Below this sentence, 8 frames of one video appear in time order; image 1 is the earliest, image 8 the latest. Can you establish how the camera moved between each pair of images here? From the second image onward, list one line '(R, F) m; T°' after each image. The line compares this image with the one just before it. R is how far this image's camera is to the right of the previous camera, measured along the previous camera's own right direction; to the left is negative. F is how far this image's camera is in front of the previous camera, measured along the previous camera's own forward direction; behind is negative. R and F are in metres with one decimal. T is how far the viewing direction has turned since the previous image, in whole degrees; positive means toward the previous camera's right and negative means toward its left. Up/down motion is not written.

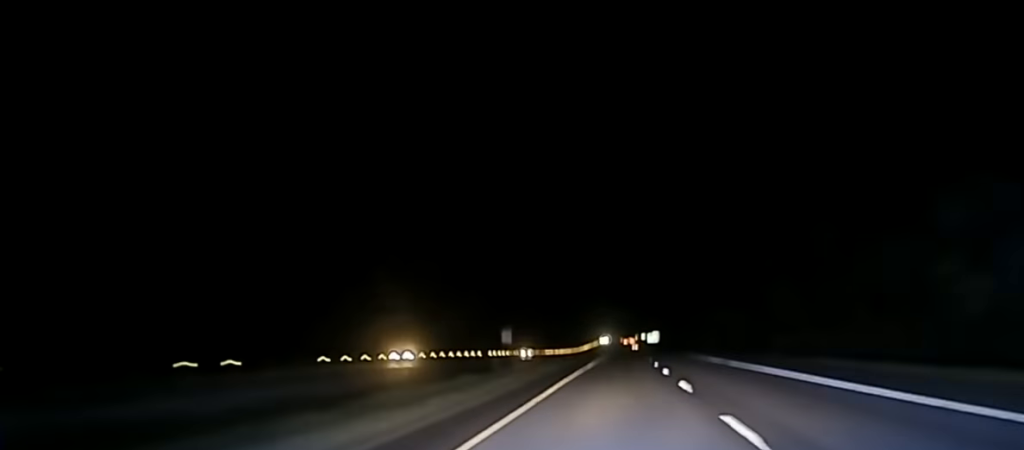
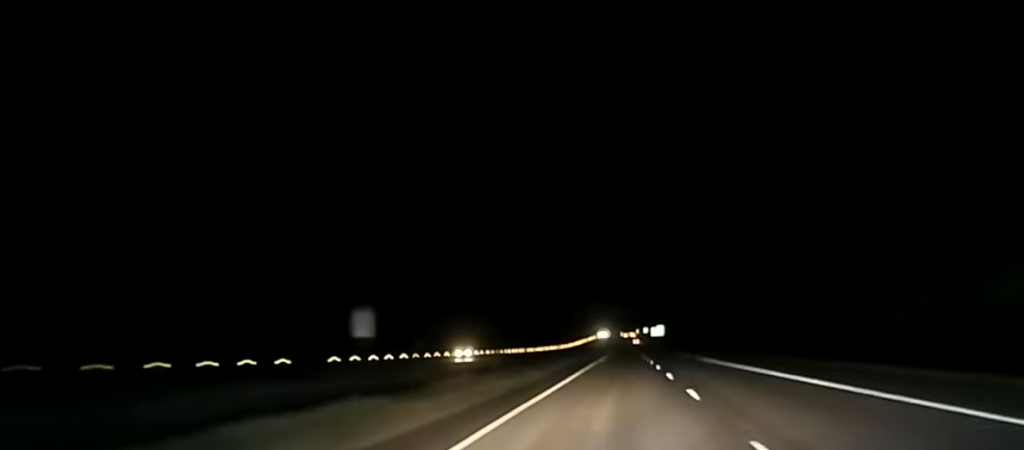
(+0.1, +70.1) m; 0°
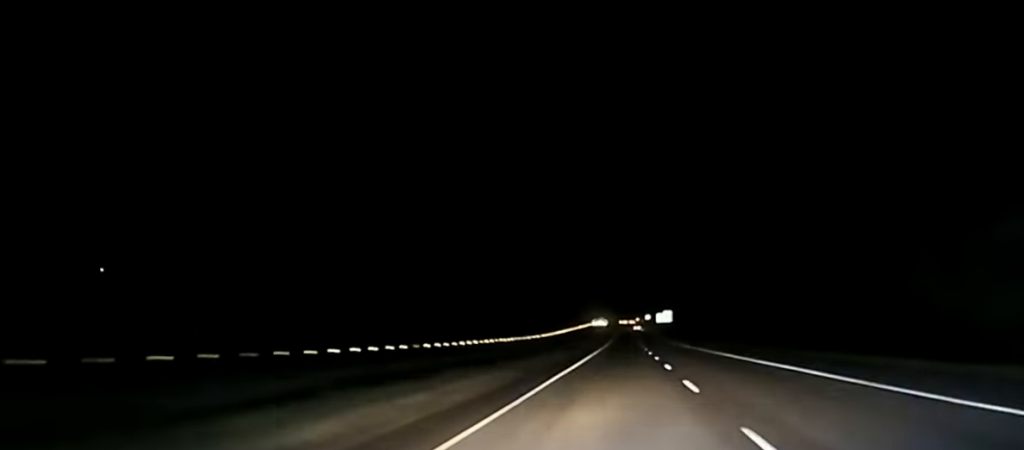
(0.0, +87.0) m; 0°
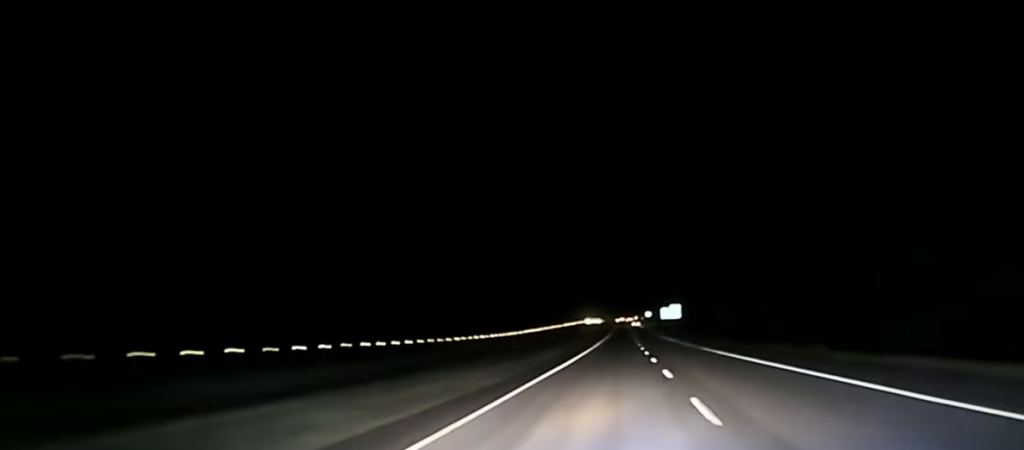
(+0.1, +62.9) m; 0°
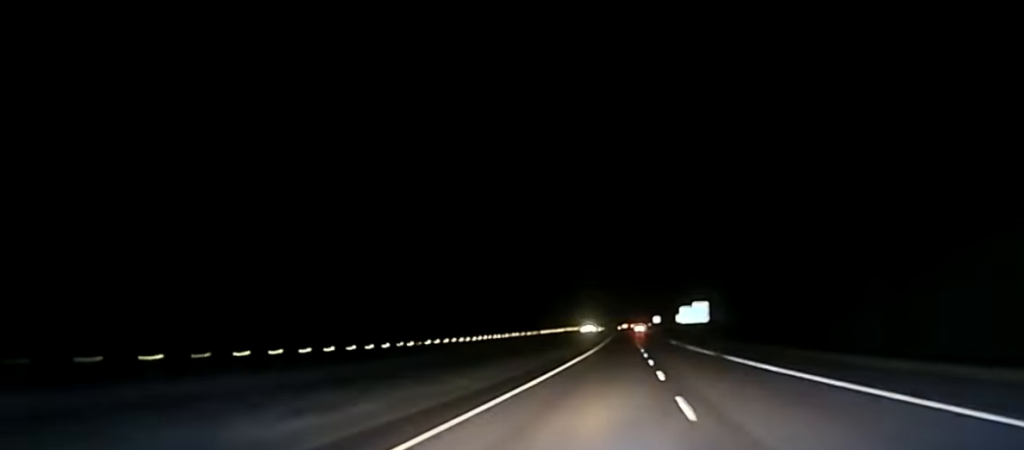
(-0.1, +80.2) m; 0°
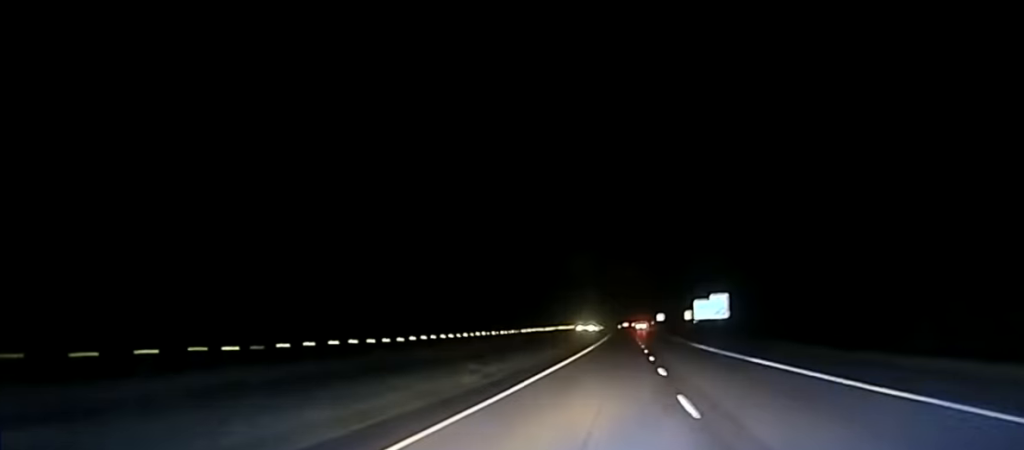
(+0.1, +35.3) m; 0°
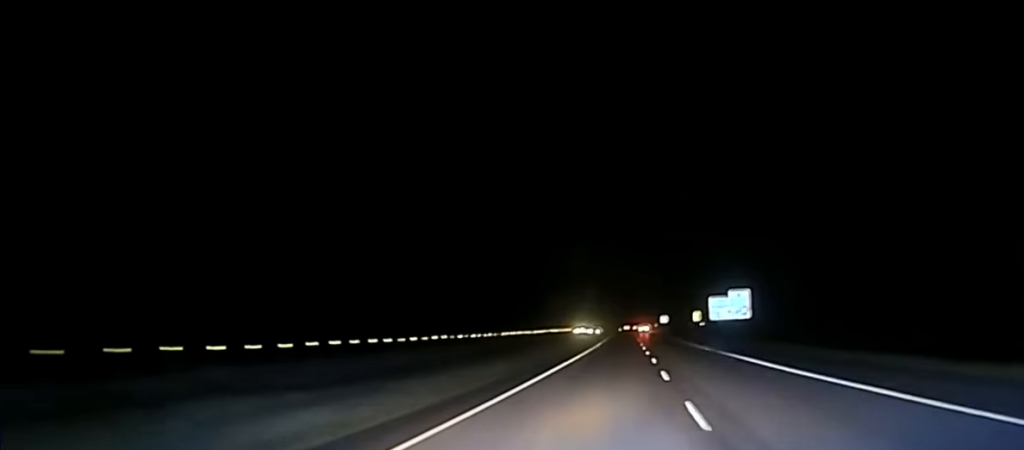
(+0.1, +25.5) m; 0°
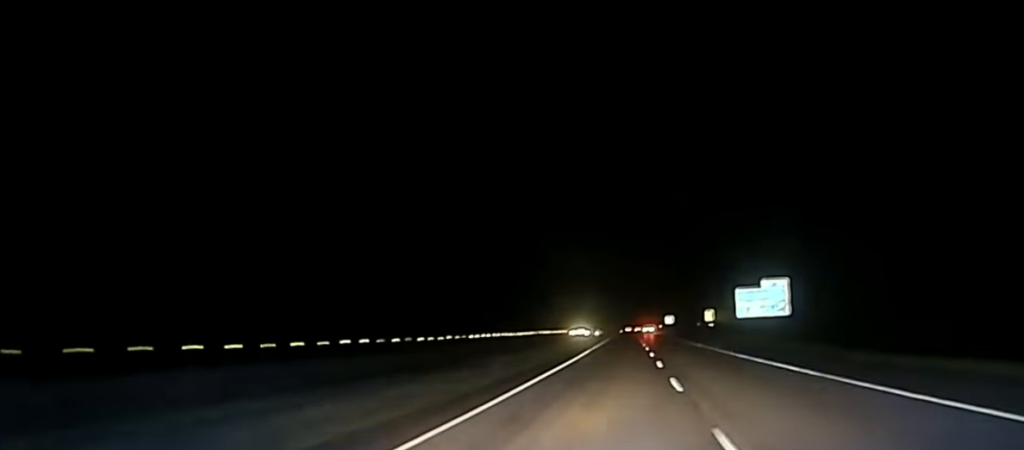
(-0.2, +28.4) m; 0°
